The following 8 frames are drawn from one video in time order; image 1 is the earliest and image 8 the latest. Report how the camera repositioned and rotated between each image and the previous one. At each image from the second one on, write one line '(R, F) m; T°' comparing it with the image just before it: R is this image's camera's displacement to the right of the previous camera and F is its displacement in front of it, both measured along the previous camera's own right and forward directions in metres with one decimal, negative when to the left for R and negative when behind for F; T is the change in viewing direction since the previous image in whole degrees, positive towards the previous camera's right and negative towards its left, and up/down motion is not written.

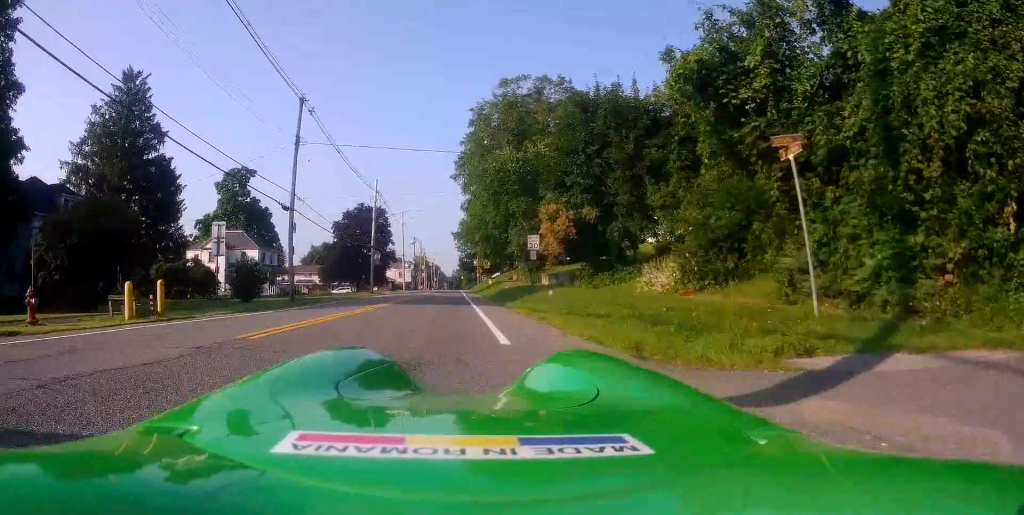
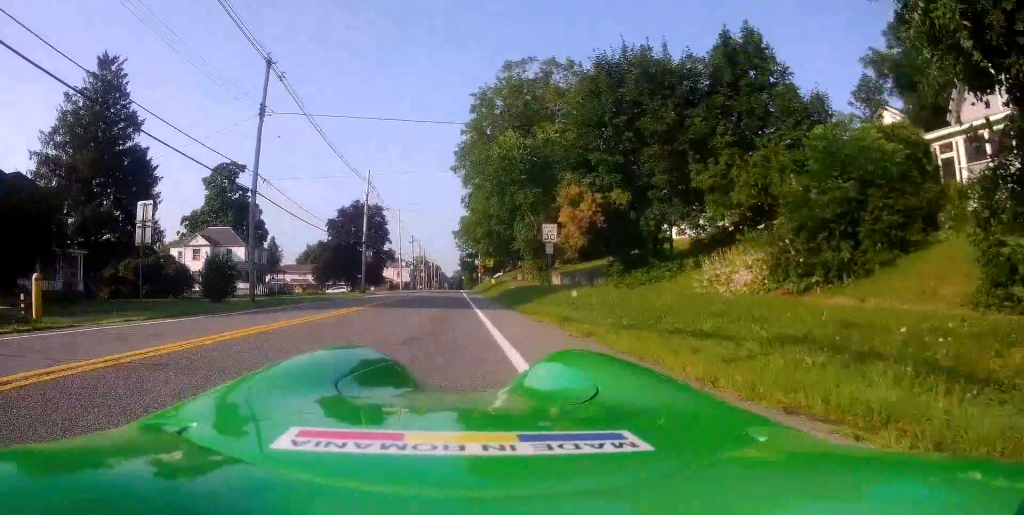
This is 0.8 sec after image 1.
(0.0, +5.7) m; +1°
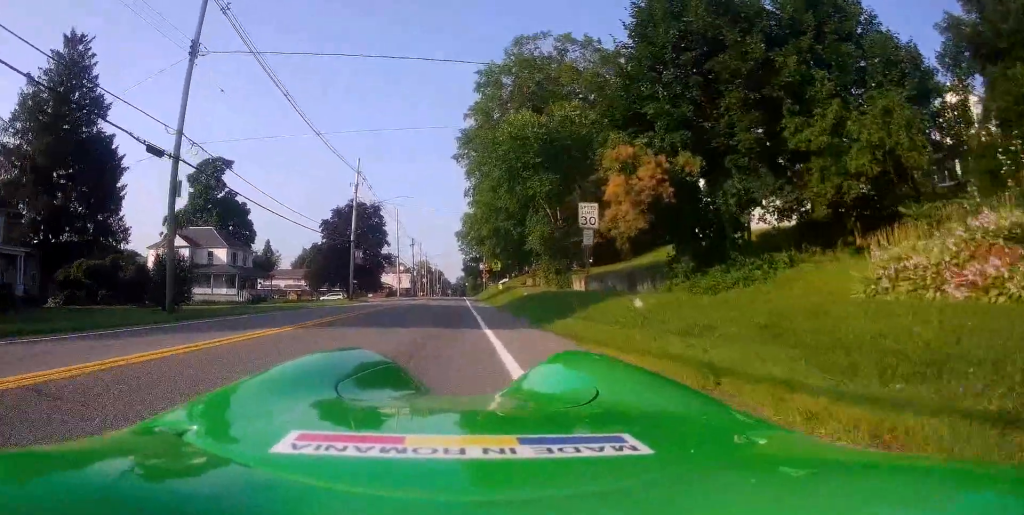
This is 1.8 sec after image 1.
(+0.2, +7.5) m; +2°
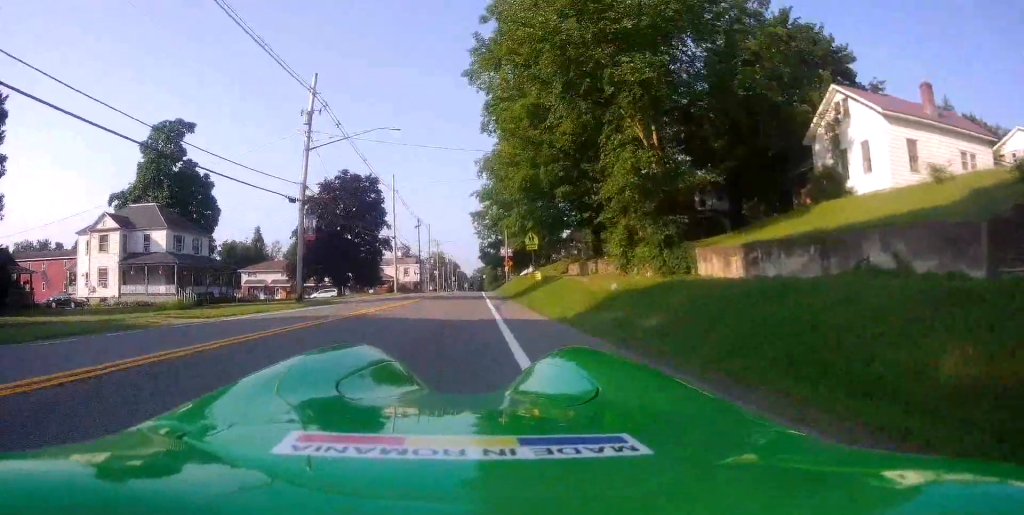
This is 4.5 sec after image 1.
(-1.2, +19.2) m; -6°
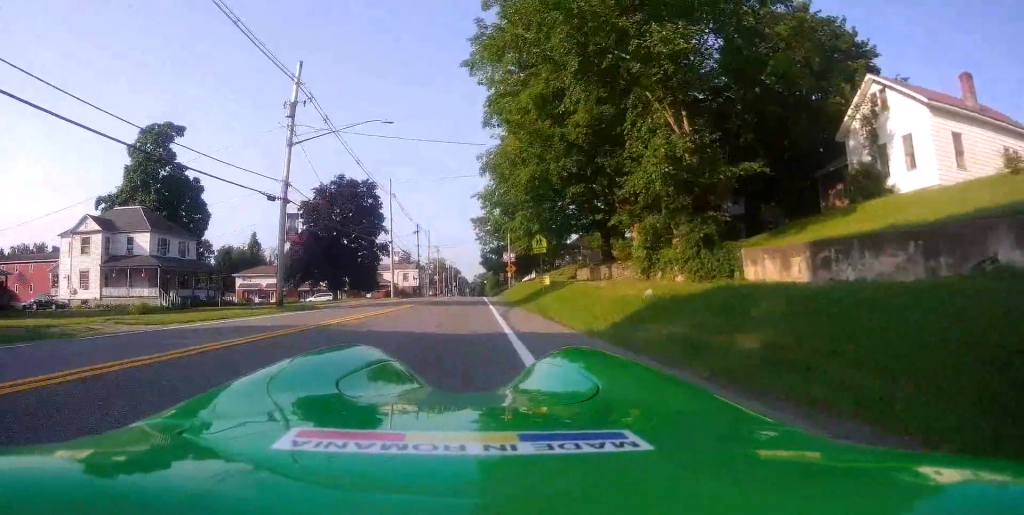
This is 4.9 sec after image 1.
(+0.1, +3.4) m; +1°
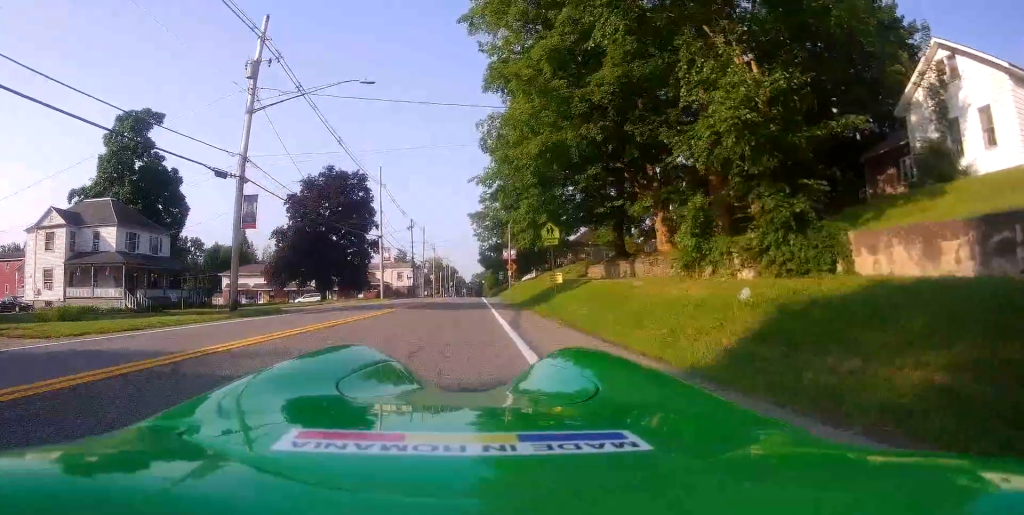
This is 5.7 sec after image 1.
(+0.1, +5.6) m; 0°
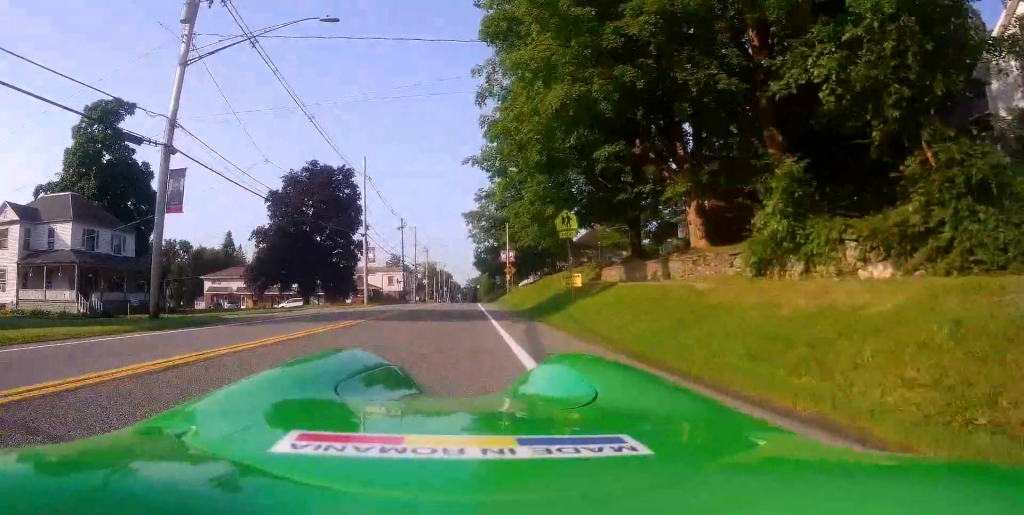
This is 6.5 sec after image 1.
(0.0, +5.9) m; -1°
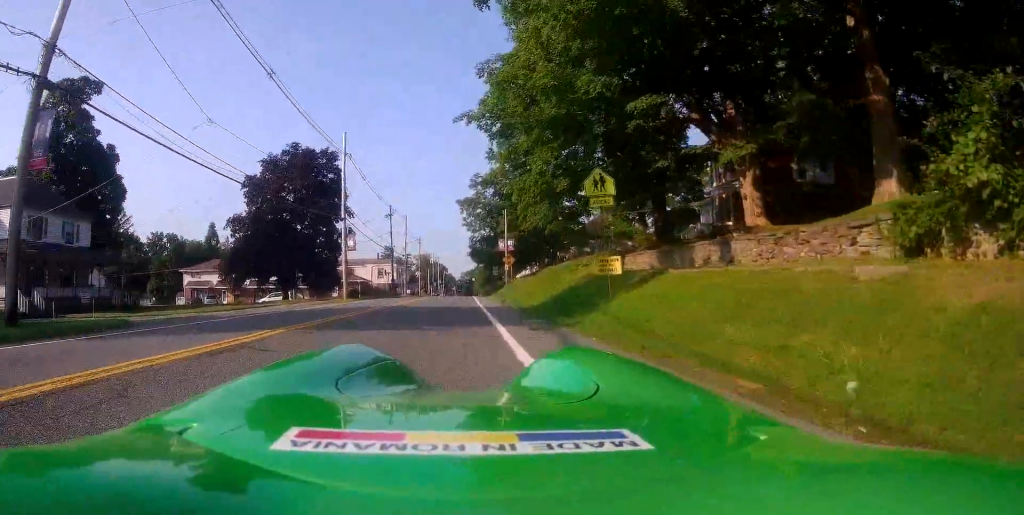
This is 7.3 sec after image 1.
(-0.3, +6.4) m; +3°
